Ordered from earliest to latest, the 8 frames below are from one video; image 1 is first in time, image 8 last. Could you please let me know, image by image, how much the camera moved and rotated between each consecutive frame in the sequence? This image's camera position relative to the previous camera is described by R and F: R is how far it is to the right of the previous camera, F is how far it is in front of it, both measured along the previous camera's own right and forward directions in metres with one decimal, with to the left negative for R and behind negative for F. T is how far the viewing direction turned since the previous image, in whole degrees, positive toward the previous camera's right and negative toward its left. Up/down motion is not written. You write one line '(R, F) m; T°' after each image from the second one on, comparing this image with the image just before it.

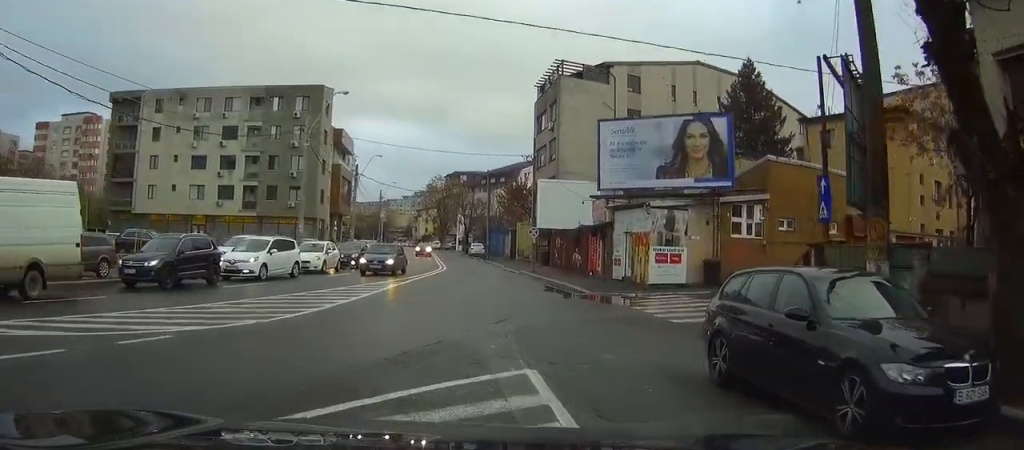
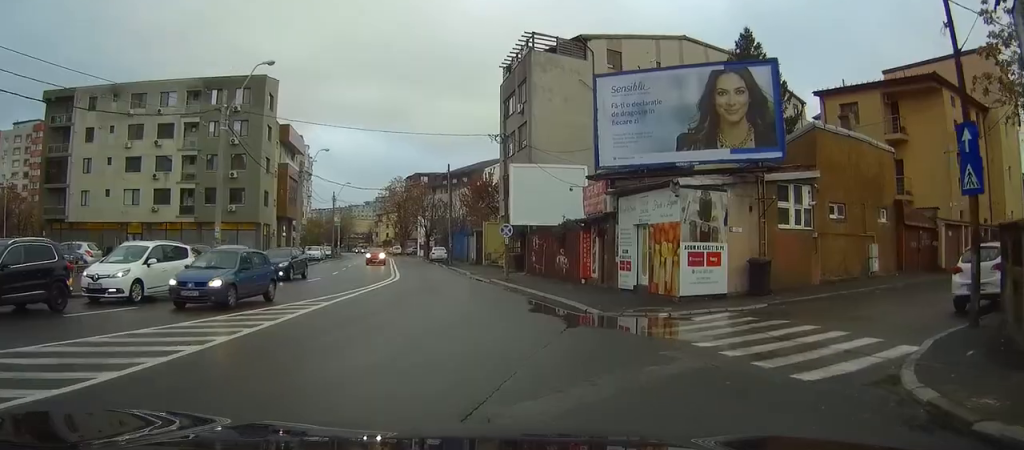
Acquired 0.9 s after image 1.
(-0.3, +8.8) m; -2°
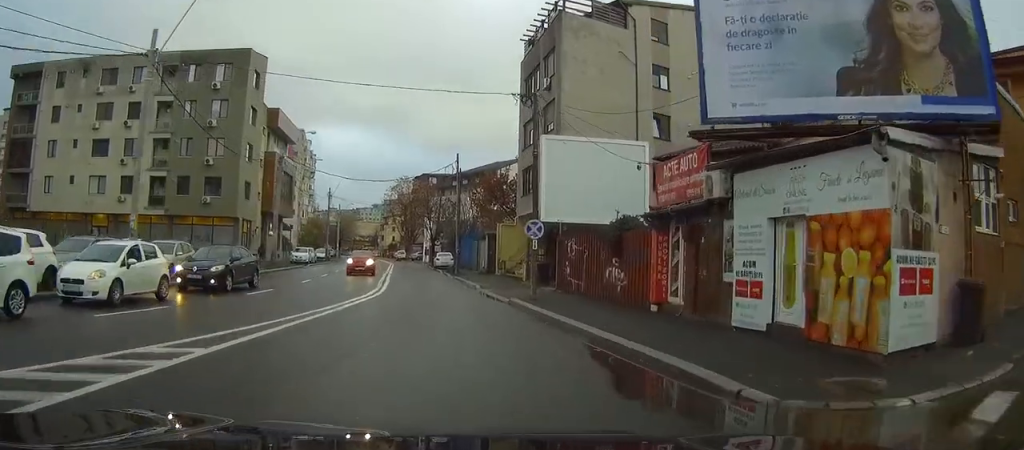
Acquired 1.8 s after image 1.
(+0.1, +9.8) m; +2°
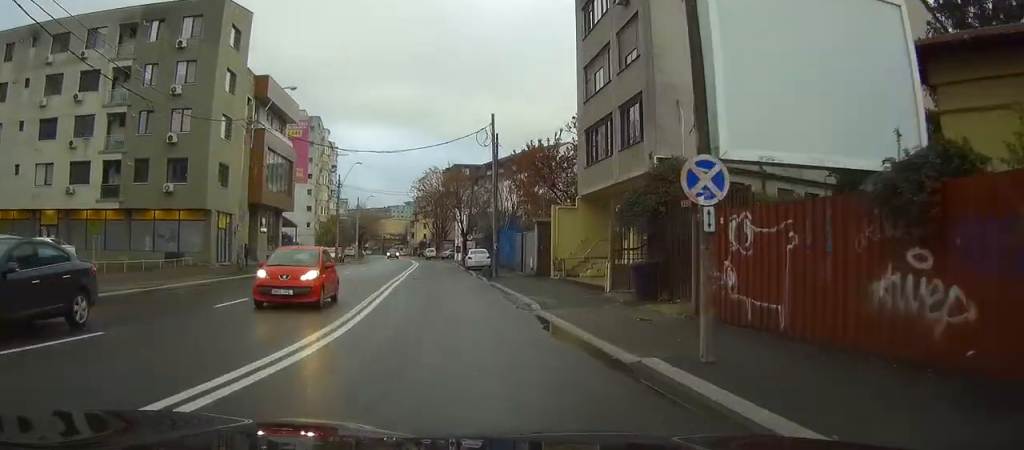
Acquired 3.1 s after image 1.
(+0.2, +14.1) m; -2°
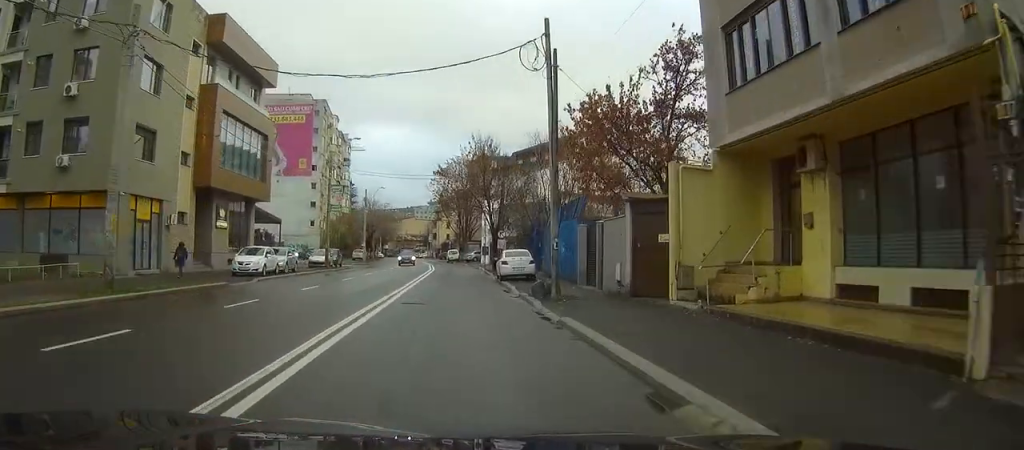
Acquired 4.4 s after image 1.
(-0.7, +15.9) m; -4°
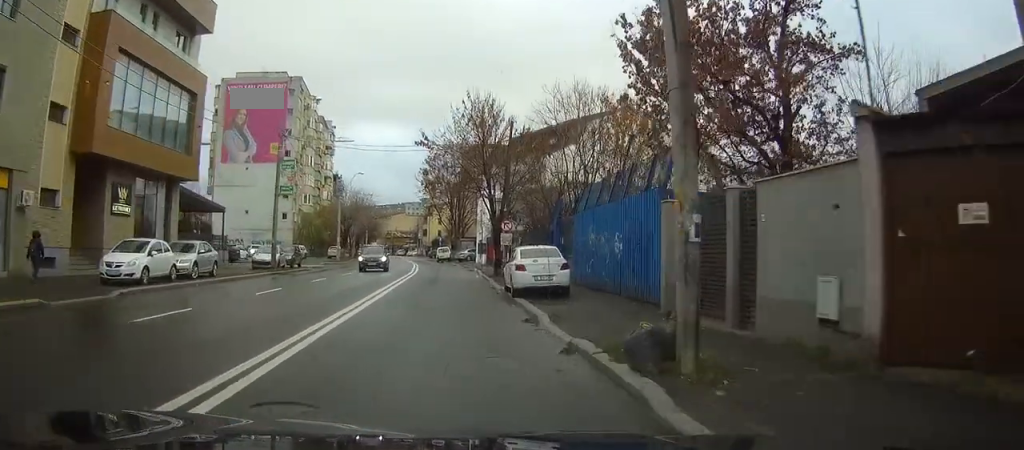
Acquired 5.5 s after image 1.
(-0.2, +12.3) m; -1°
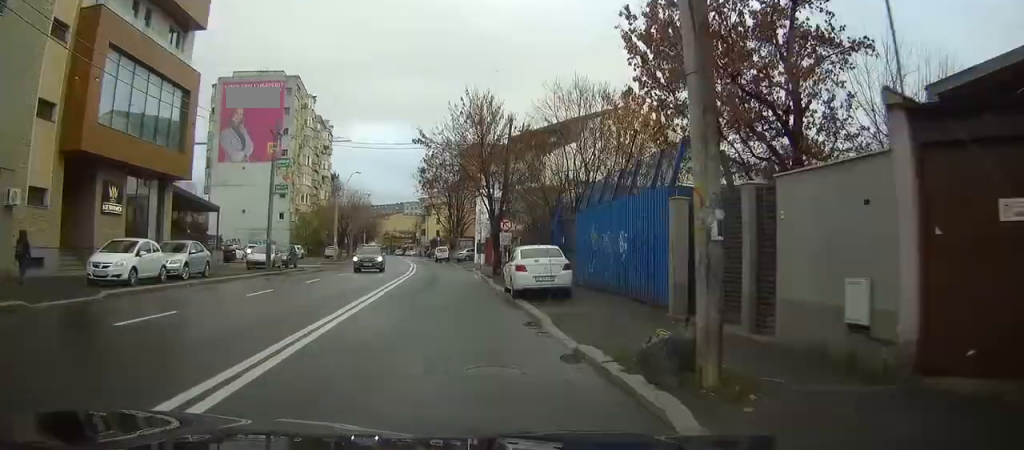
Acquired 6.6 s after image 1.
(-0.1, +10.9) m; 0°
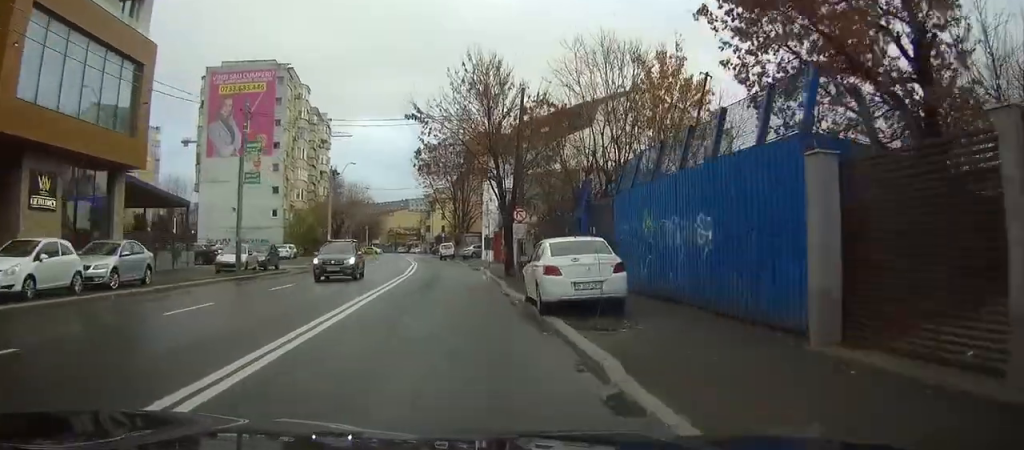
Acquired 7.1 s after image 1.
(0.0, +5.2) m; 0°
